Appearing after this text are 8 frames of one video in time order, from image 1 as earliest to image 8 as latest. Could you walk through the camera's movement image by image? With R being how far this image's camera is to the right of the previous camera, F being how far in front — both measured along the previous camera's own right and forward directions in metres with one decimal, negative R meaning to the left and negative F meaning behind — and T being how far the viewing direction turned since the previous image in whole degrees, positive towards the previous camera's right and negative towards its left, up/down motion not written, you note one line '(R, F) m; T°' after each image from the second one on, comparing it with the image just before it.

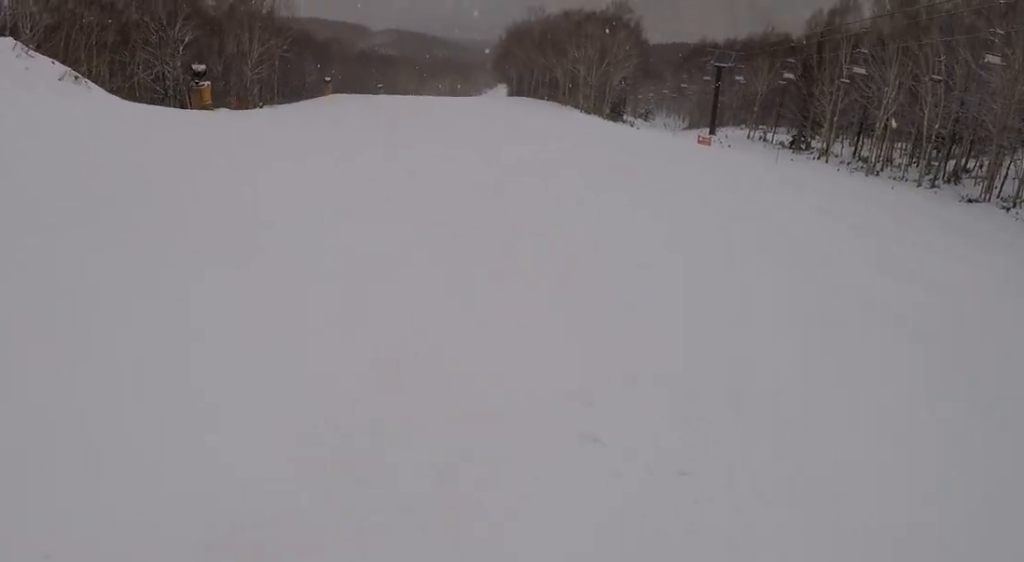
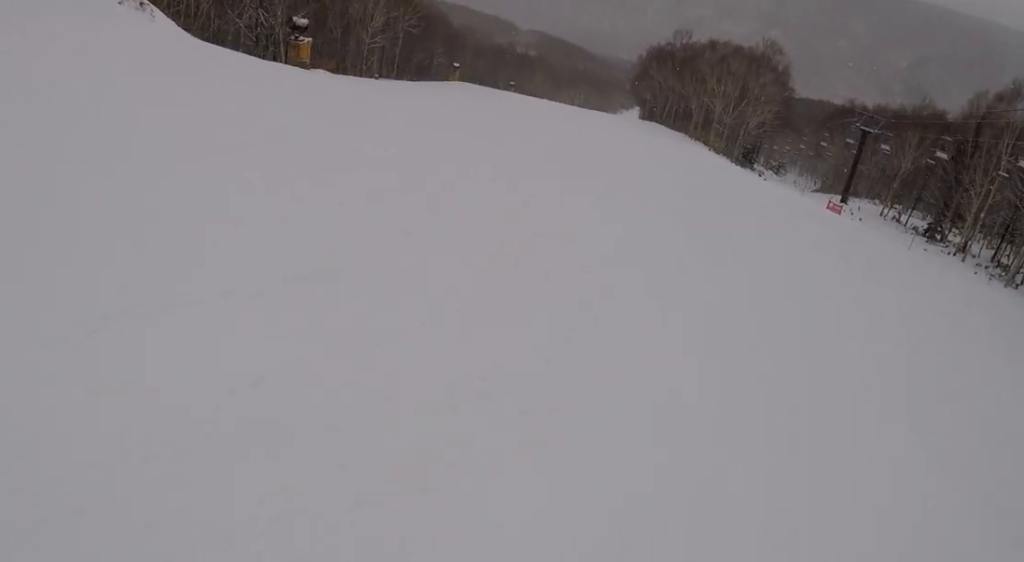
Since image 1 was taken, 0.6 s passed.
(-0.2, +4.5) m; -2°
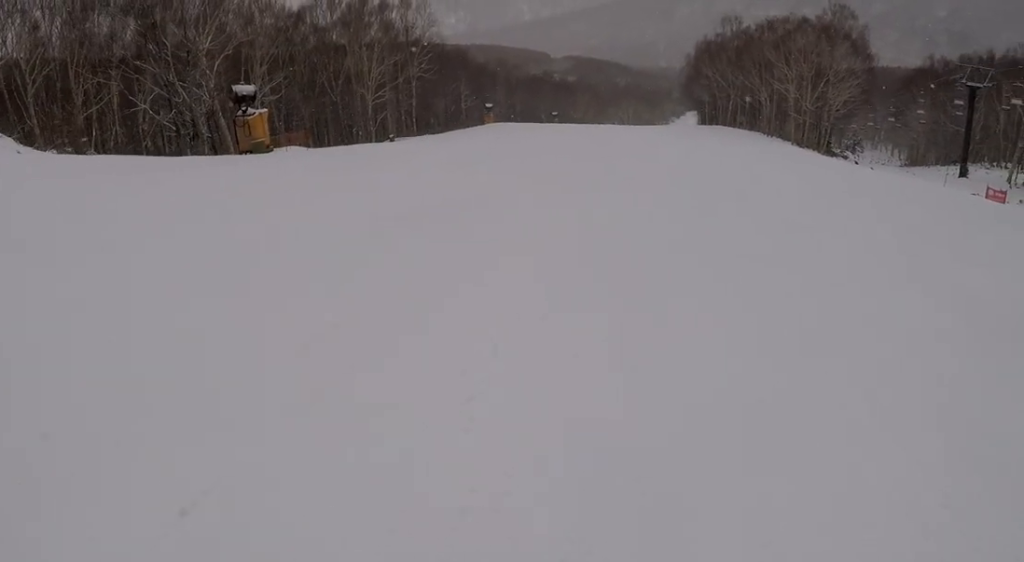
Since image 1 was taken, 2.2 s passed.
(-0.2, +13.0) m; -1°
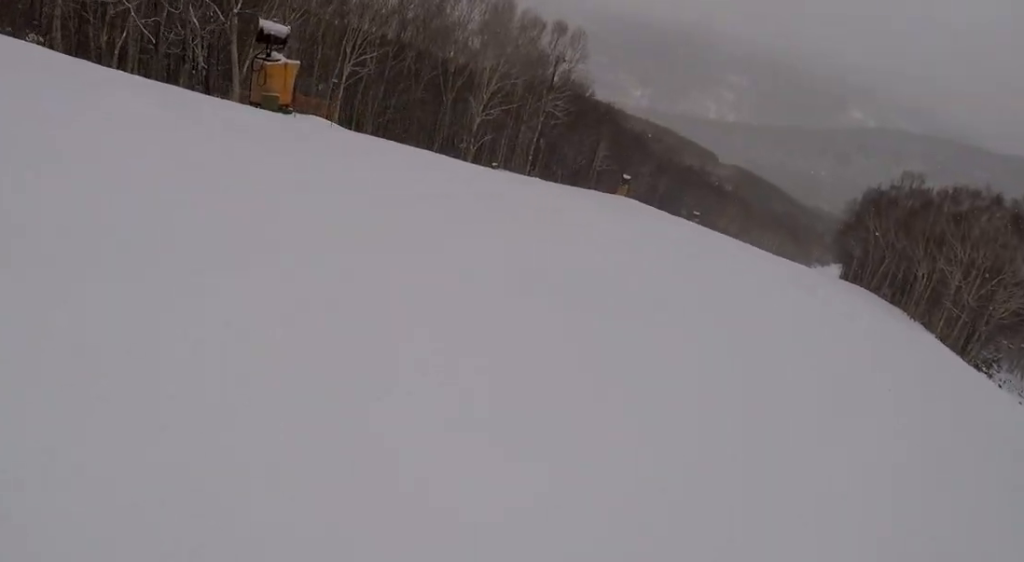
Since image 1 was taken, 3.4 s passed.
(0.0, +9.3) m; 0°
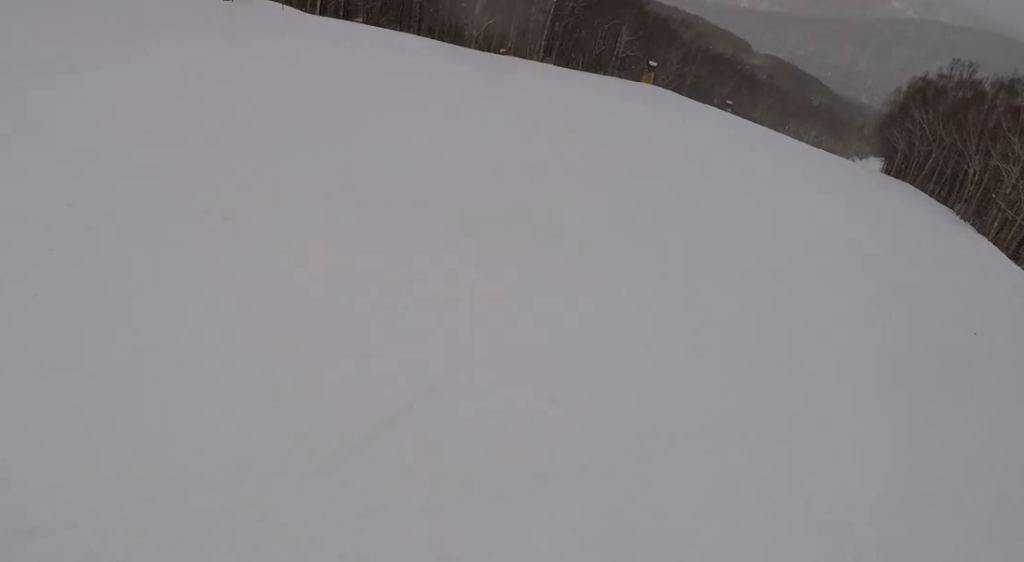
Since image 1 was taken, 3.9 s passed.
(0.0, +4.1) m; 0°
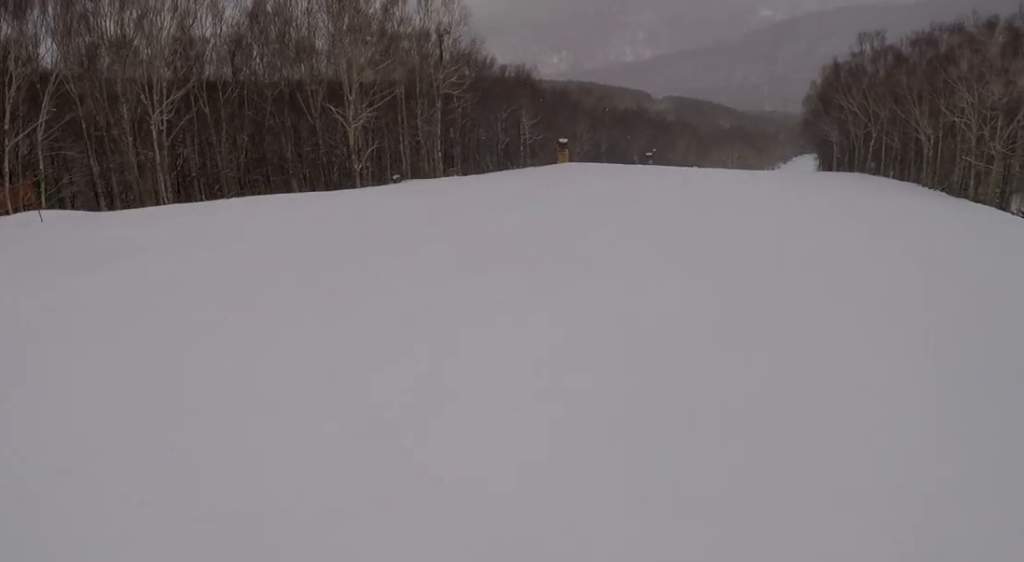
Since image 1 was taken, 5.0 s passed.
(0.0, +8.8) m; -2°
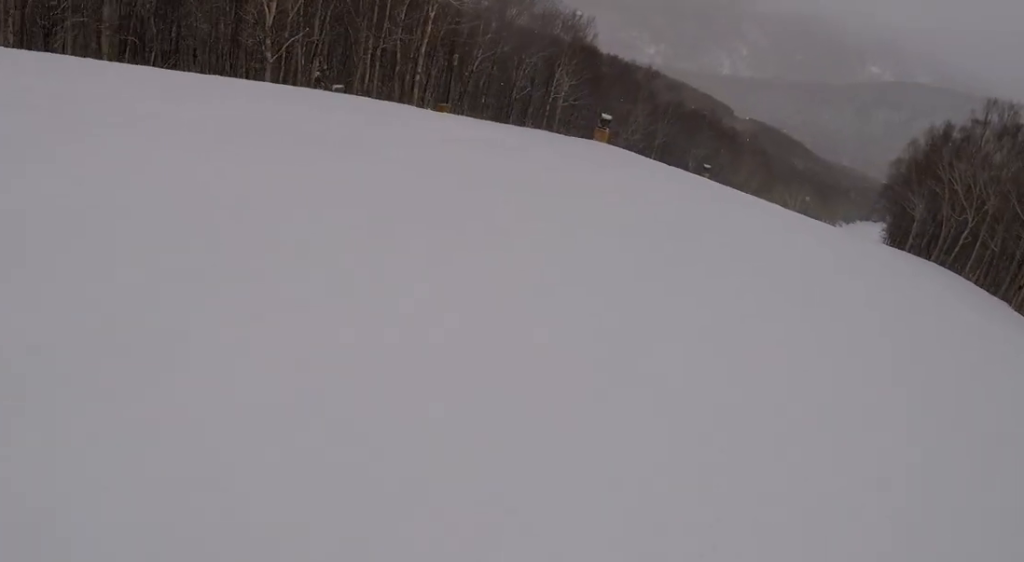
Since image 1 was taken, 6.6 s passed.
(-2.1, +13.2) m; -10°
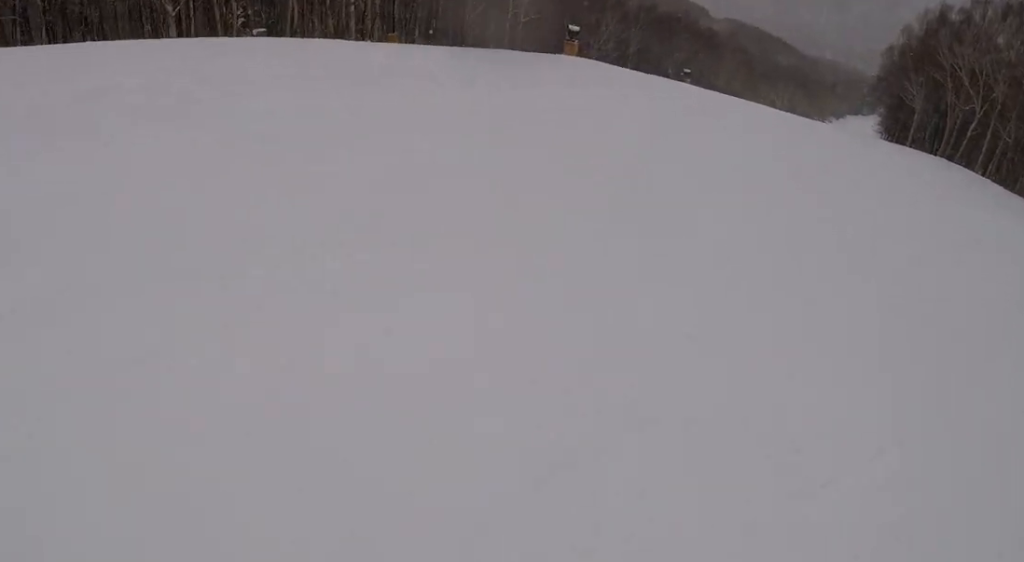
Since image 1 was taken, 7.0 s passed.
(0.0, +3.6) m; +3°
